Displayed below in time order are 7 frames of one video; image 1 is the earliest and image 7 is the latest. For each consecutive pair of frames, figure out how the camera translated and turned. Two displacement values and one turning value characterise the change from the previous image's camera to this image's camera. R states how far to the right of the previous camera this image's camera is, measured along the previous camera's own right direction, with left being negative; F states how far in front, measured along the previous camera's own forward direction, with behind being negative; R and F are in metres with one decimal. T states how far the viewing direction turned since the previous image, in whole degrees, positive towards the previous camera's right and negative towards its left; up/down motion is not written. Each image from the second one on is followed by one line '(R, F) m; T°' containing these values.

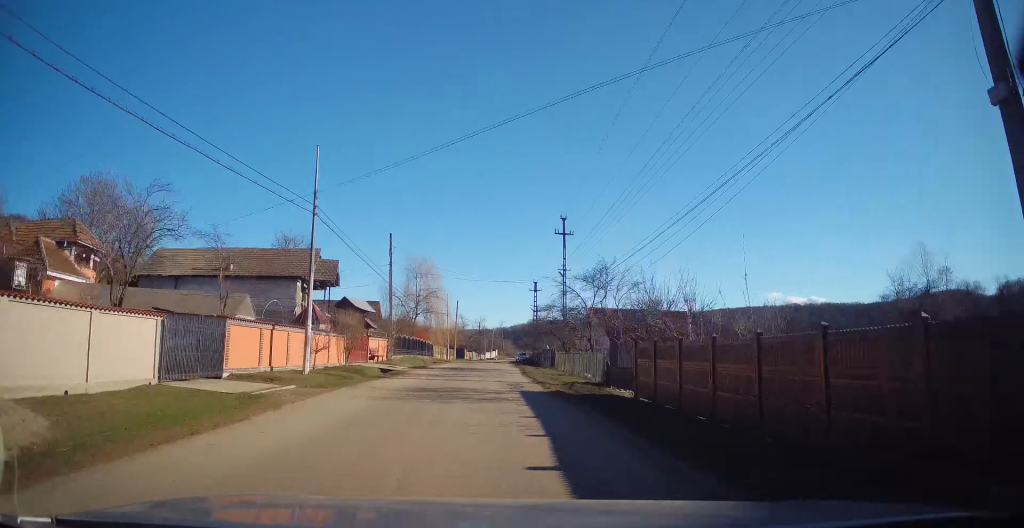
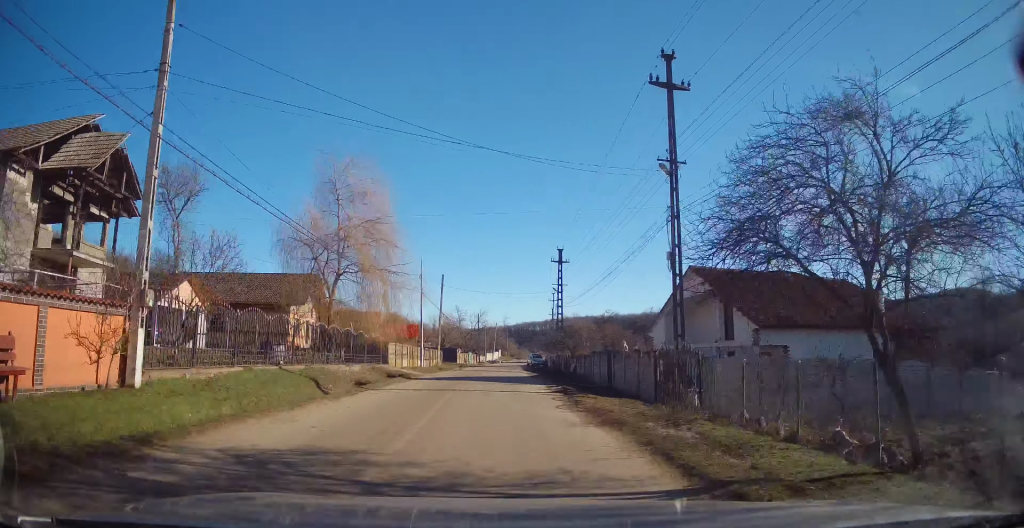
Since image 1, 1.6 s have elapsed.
(-0.1, +26.6) m; +1°
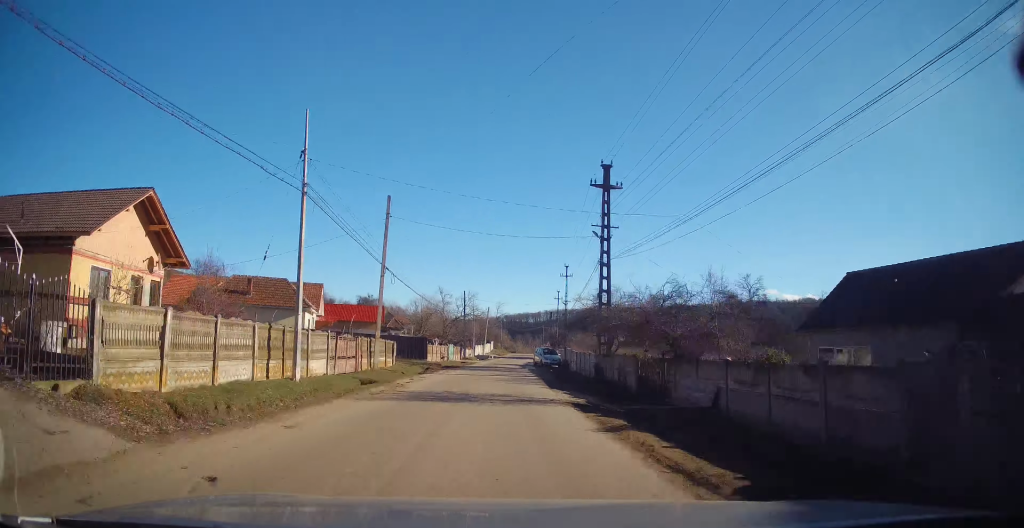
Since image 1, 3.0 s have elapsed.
(+0.1, +23.8) m; 0°
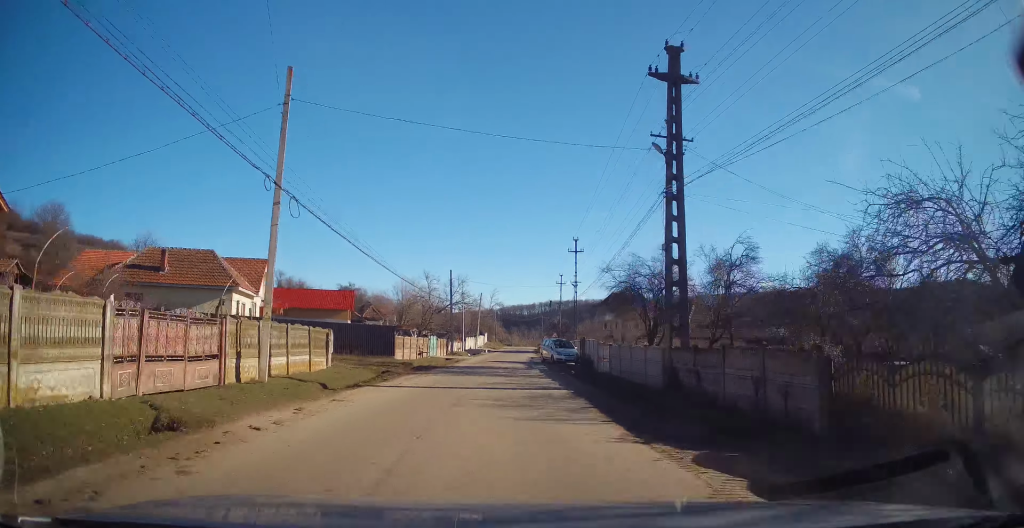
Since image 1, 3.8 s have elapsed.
(0.0, +12.2) m; +1°
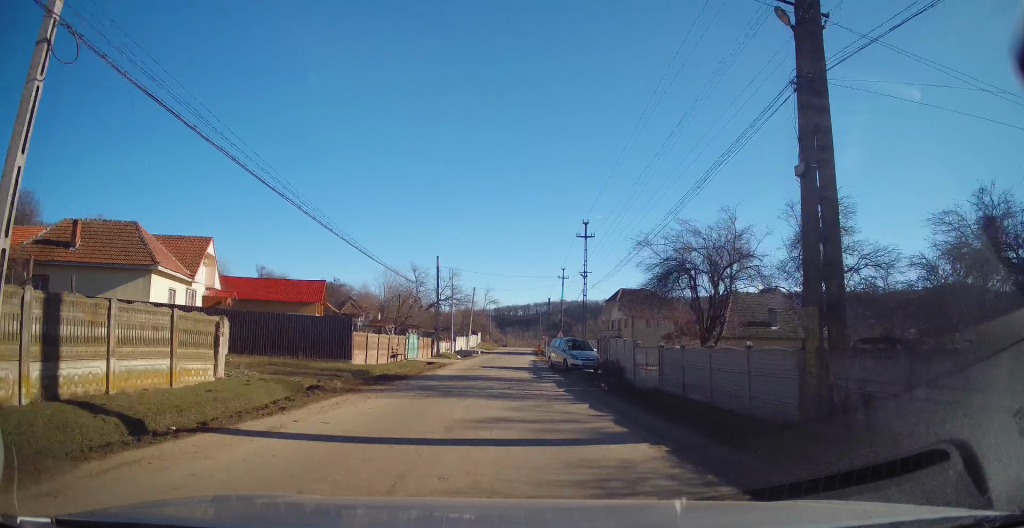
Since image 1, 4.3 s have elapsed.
(+0.2, +8.3) m; +1°
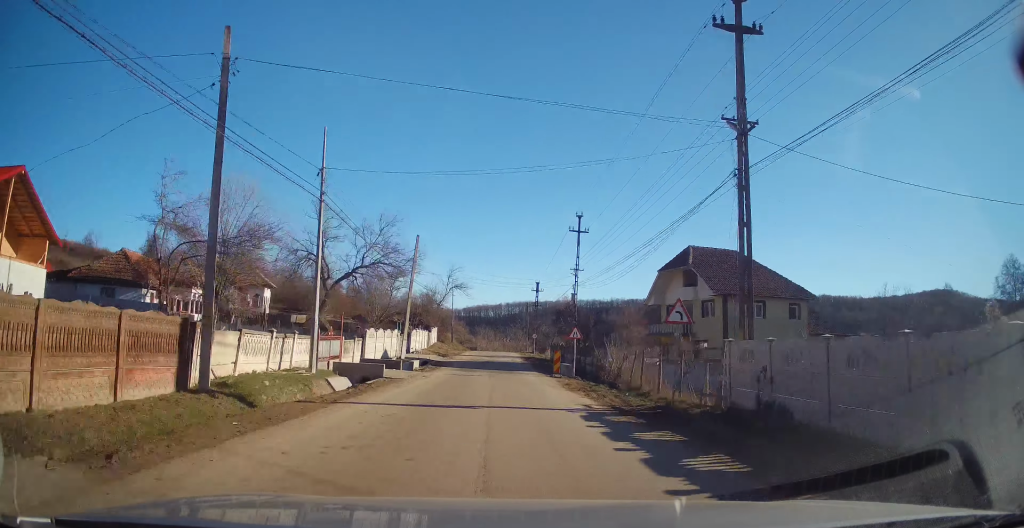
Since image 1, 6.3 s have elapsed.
(+0.1, +33.3) m; +1°
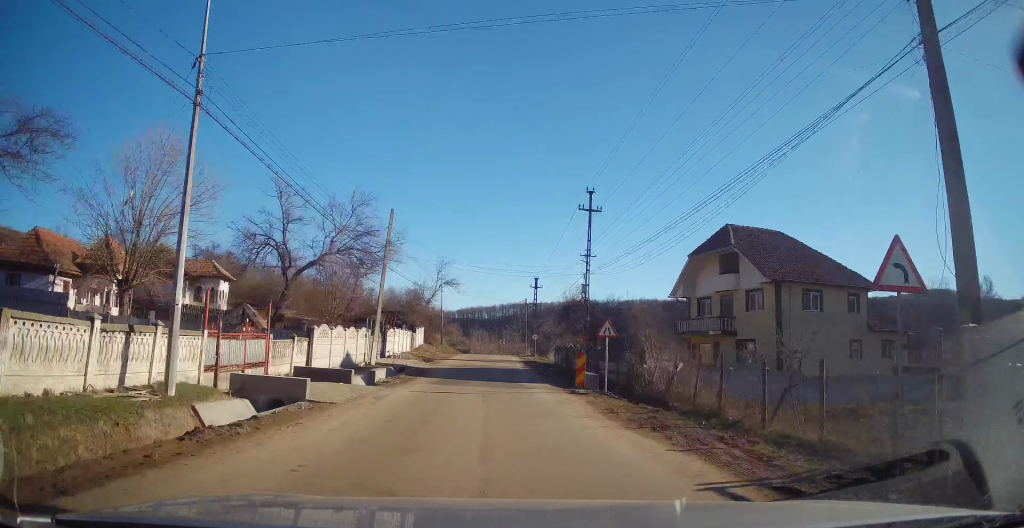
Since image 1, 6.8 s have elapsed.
(+0.1, +7.4) m; +1°
